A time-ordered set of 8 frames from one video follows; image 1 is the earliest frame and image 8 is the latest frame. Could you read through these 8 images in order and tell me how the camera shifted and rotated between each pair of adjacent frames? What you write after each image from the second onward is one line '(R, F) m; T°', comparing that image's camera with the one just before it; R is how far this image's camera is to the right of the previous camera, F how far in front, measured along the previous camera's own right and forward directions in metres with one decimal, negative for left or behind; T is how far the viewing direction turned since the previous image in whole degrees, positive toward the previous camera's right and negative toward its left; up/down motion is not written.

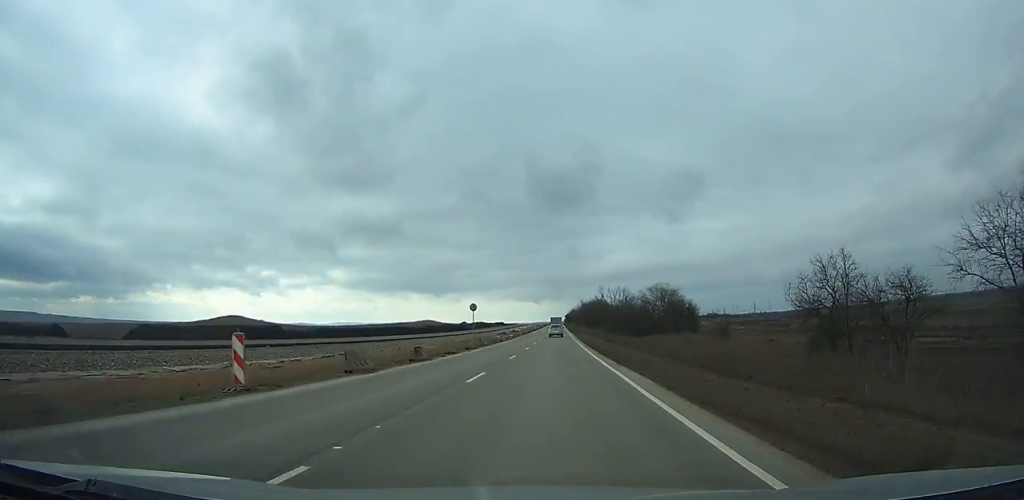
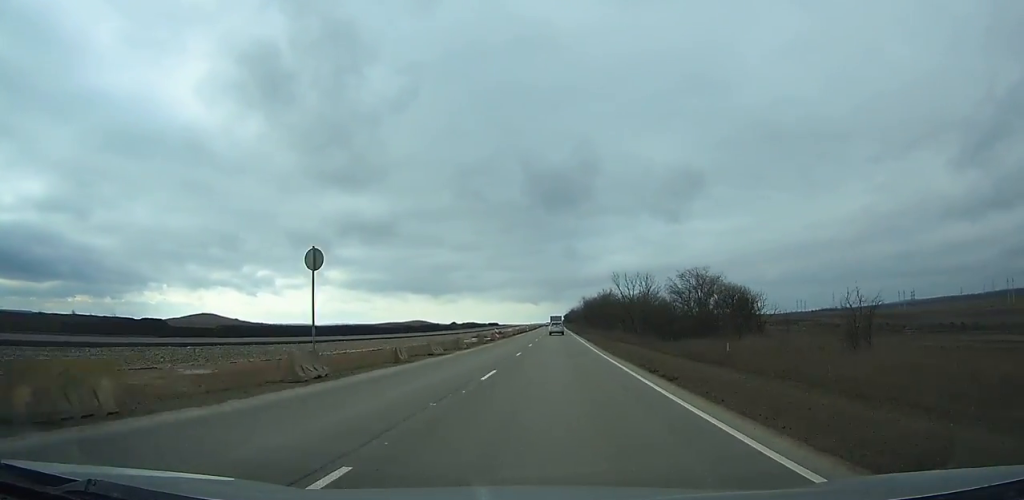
(0.0, +35.9) m; 0°
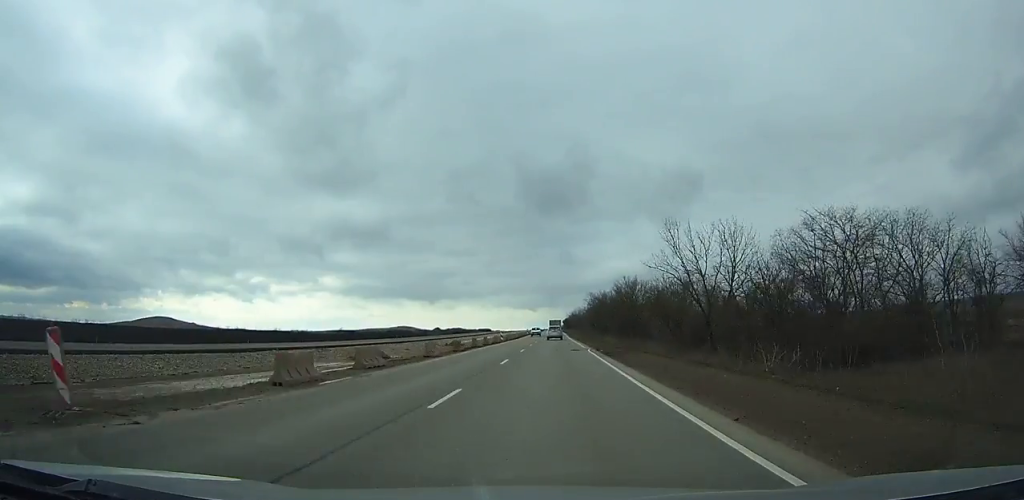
(+0.1, +53.1) m; 0°
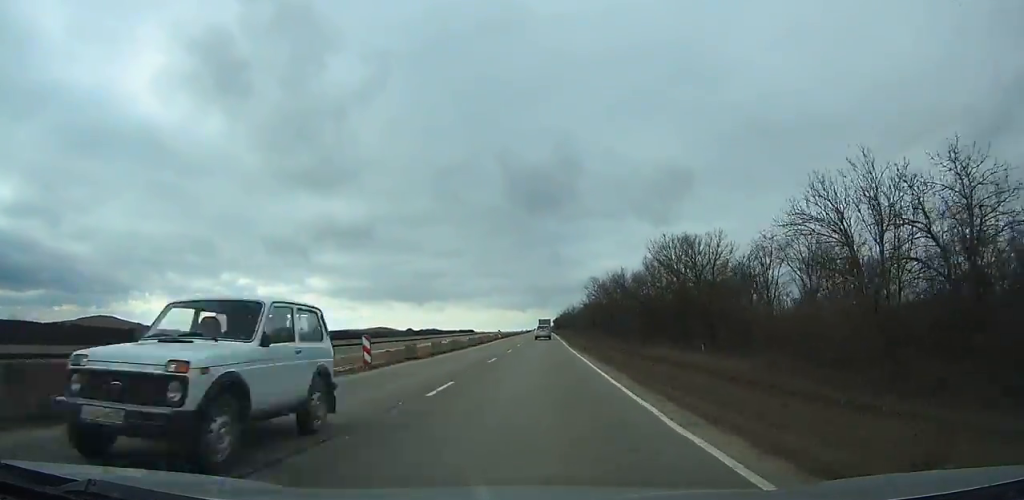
(+0.1, +46.4) m; 0°
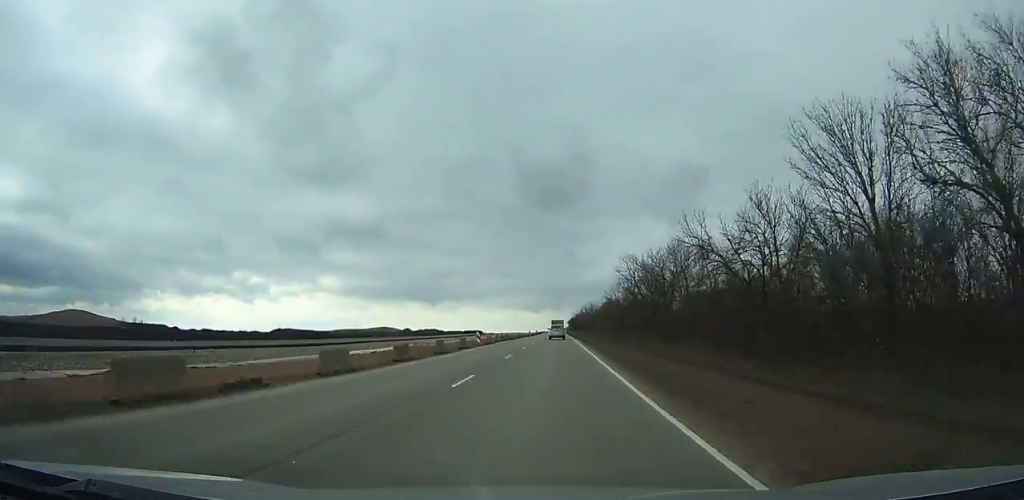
(-0.3, +34.5) m; 0°
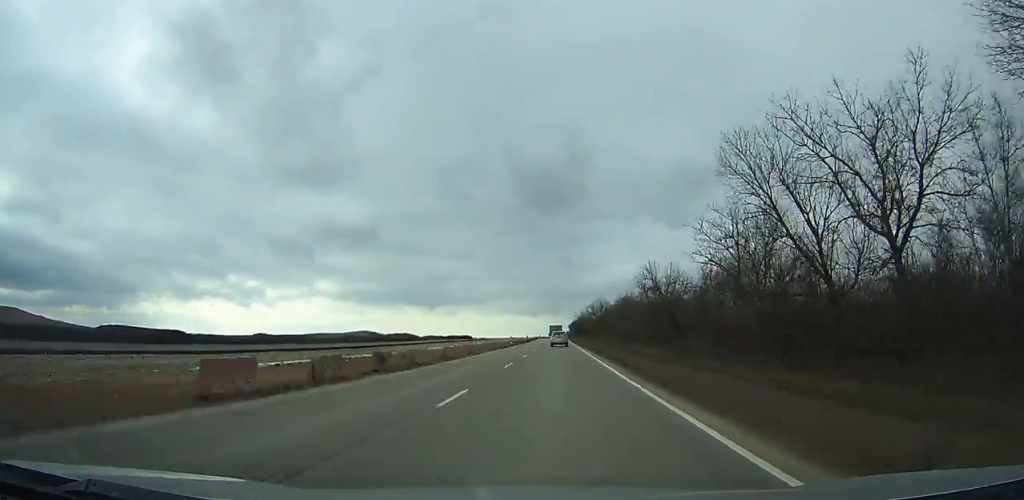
(+0.1, +50.5) m; 0°
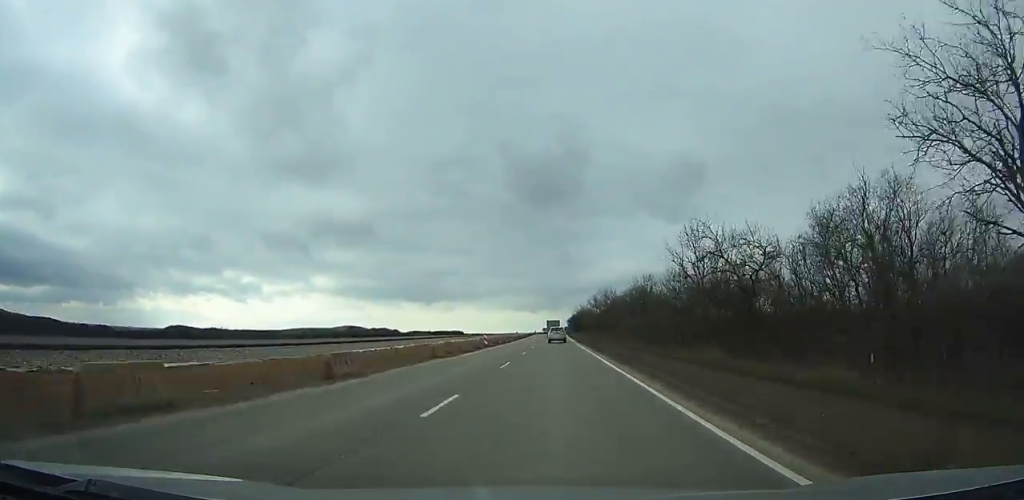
(0.0, +25.3) m; 0°
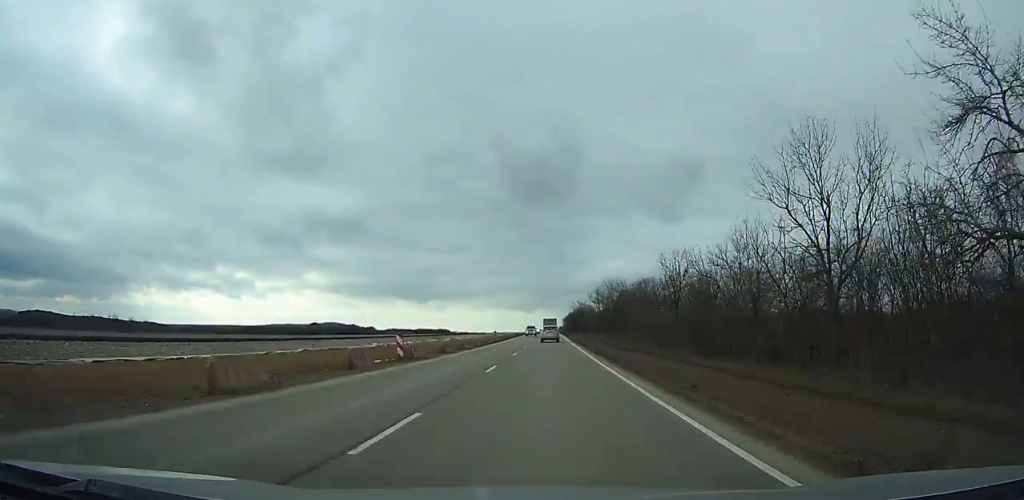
(+0.1, +26.7) m; 0°
